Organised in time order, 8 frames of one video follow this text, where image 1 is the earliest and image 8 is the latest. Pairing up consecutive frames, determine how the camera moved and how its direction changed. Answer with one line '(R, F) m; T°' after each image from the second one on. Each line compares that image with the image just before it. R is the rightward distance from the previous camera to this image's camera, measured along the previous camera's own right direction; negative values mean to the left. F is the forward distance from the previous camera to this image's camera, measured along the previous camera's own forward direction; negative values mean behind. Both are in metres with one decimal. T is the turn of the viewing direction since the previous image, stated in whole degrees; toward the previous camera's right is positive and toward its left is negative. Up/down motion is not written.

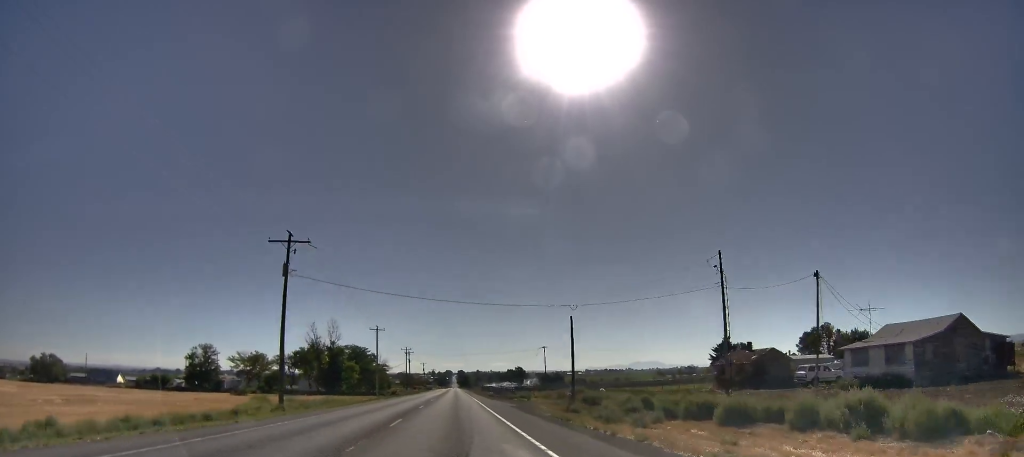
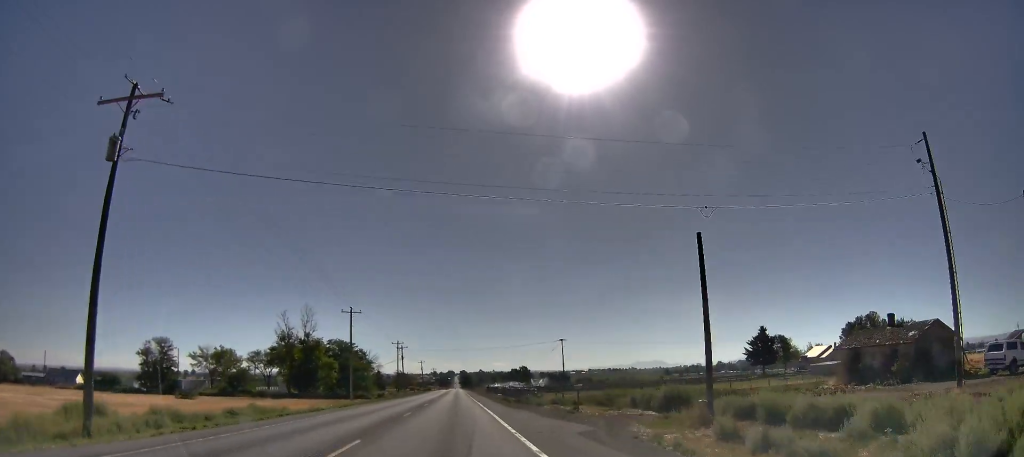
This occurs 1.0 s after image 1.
(+0.5, +22.6) m; 0°
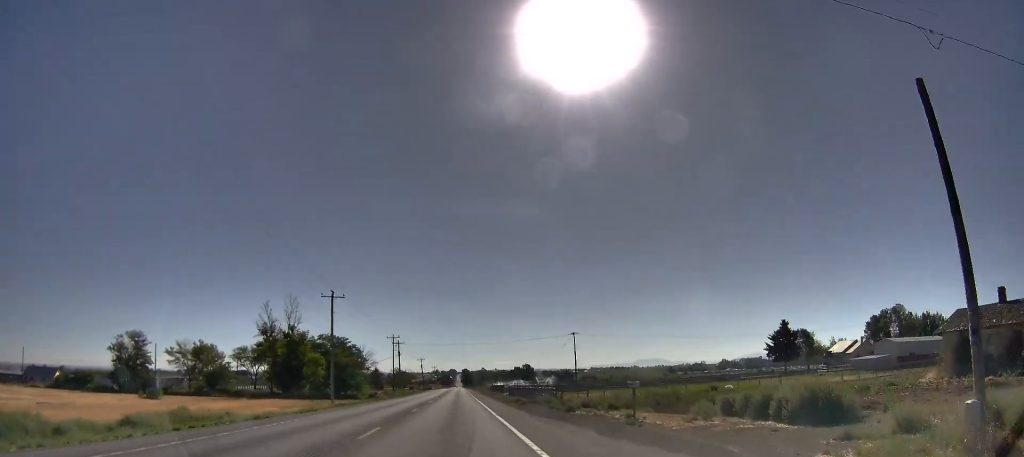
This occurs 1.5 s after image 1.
(+0.1, +11.3) m; -1°
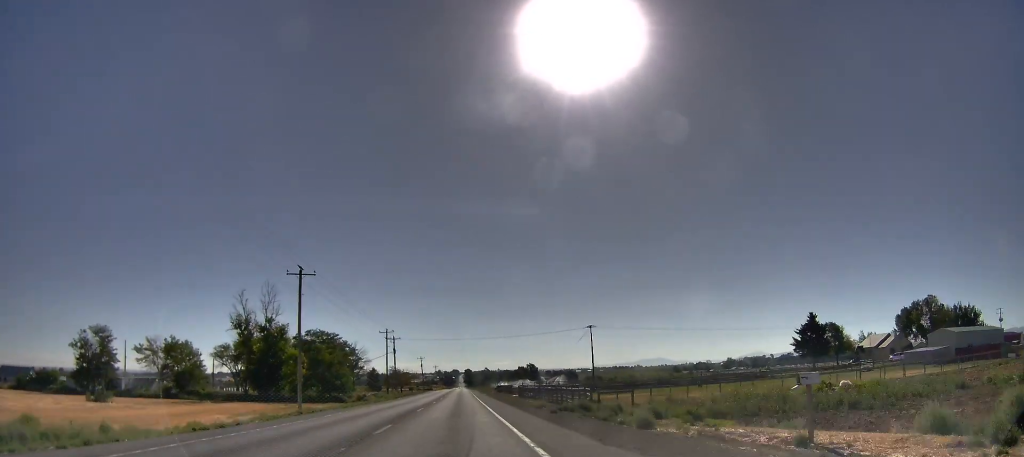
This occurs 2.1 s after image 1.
(-0.6, +12.9) m; 0°
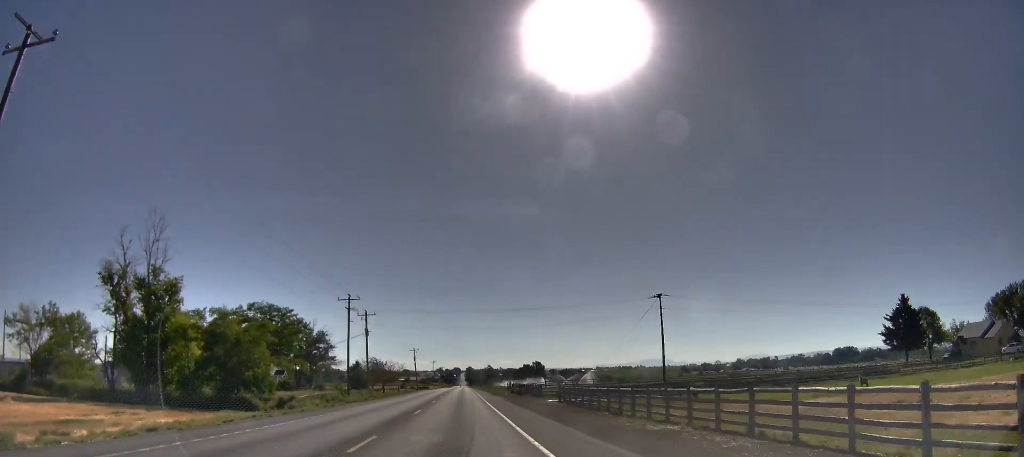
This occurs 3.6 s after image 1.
(+0.5, +35.2) m; 0°
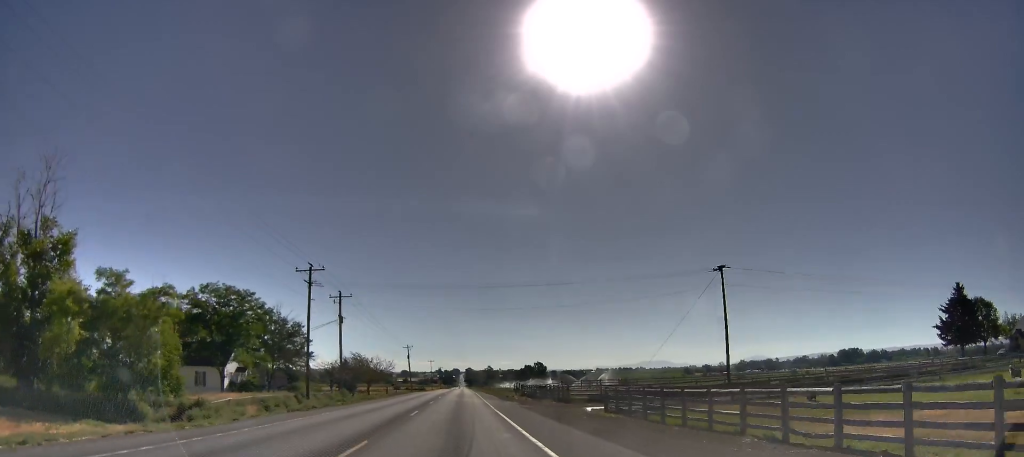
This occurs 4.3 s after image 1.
(-0.7, +17.0) m; -1°
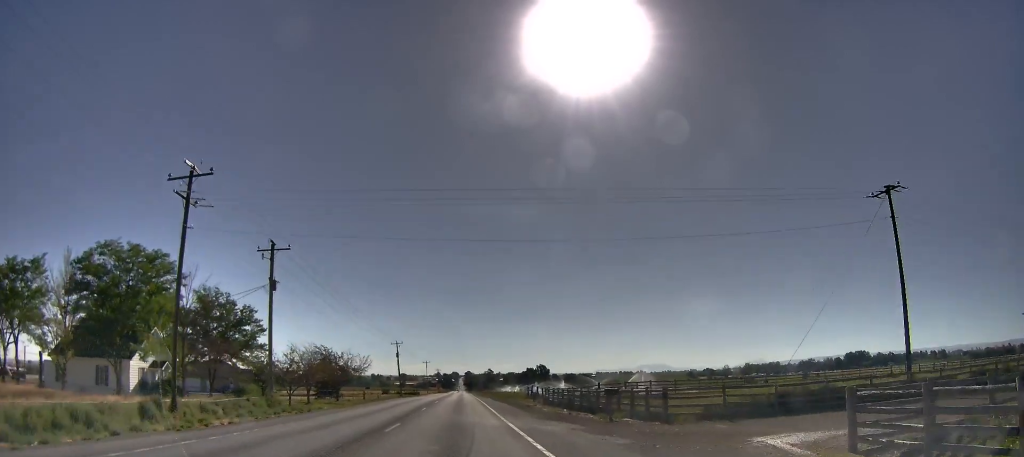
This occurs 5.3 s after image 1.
(+0.5, +23.1) m; +3°
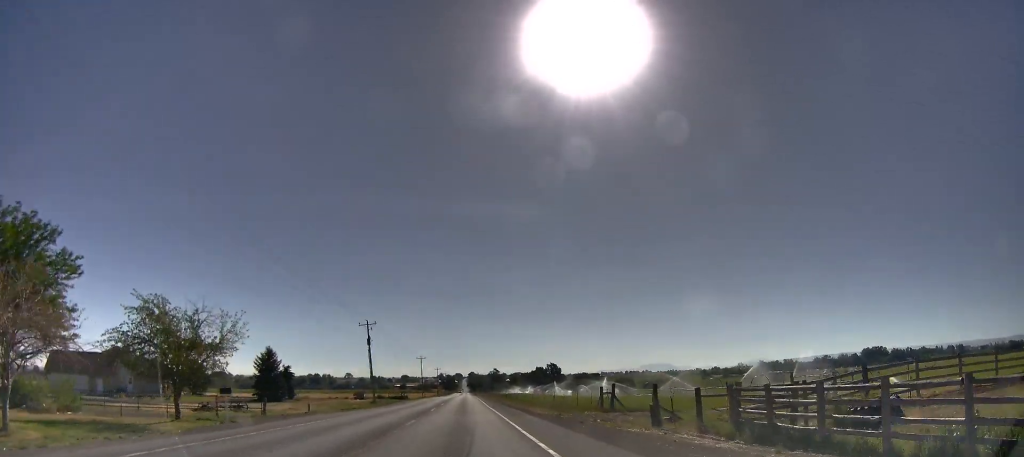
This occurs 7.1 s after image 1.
(-0.7, +41.0) m; -1°
